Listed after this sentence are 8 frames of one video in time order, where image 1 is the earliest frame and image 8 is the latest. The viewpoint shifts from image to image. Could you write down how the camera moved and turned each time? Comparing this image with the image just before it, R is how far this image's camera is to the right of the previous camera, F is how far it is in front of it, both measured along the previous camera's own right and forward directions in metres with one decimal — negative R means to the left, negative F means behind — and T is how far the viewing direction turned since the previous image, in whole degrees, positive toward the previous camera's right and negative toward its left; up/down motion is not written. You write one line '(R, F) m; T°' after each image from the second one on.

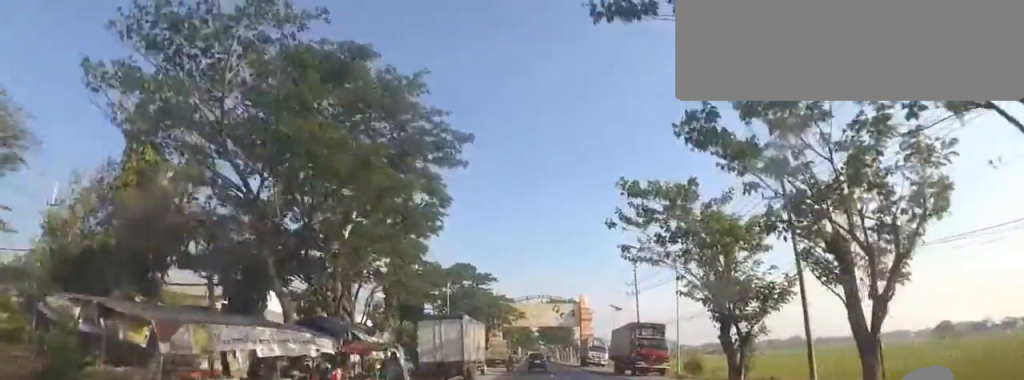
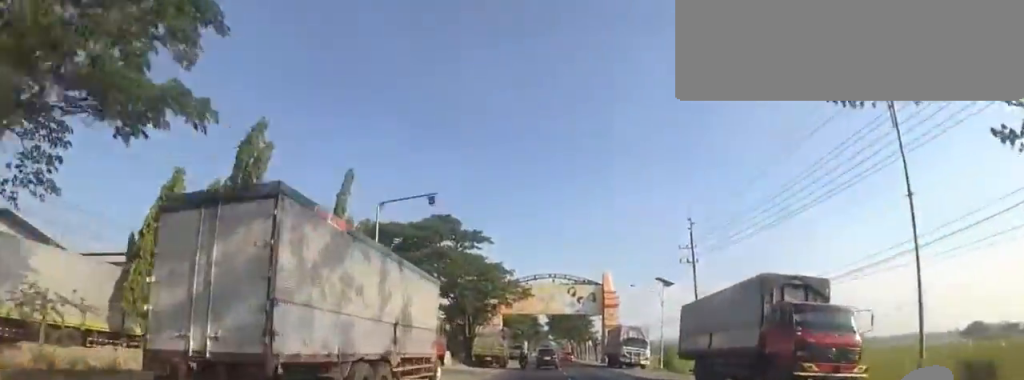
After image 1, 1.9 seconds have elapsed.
(-0.6, +18.6) m; +5°
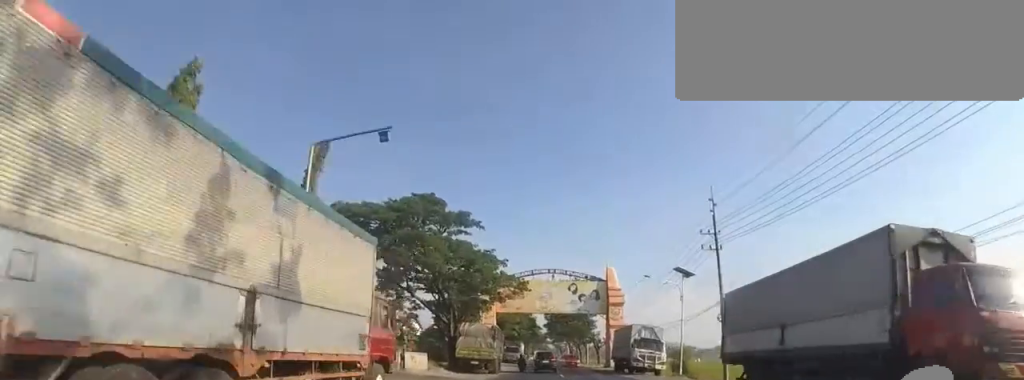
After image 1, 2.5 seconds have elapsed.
(+0.2, +6.0) m; +2°
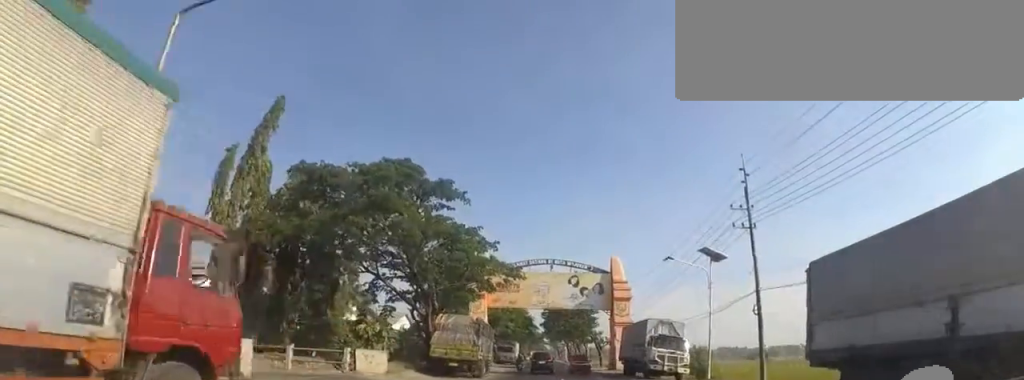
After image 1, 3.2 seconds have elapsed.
(0.0, +6.2) m; 0°
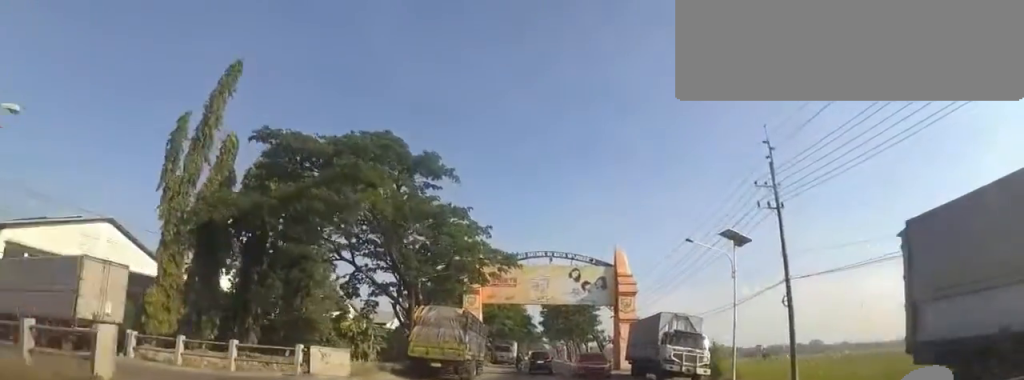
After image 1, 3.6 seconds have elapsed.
(0.0, +3.7) m; 0°
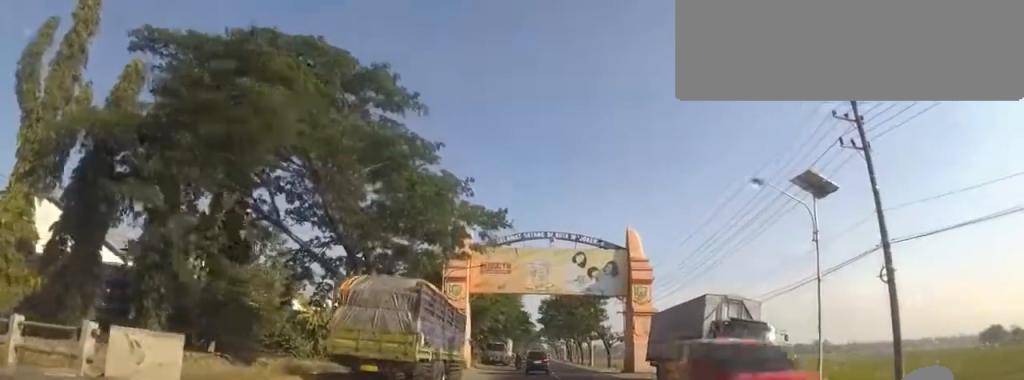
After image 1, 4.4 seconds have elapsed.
(0.0, +7.8) m; 0°
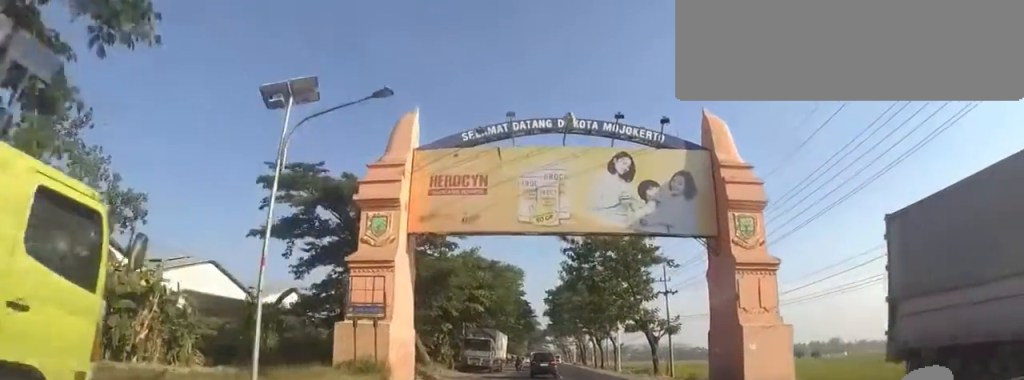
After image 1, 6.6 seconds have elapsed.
(0.0, +20.9) m; 0°
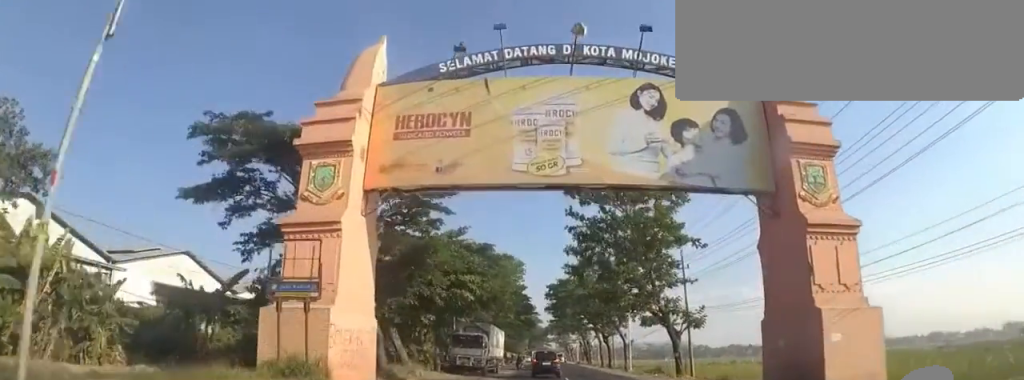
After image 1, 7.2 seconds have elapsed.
(0.0, +5.7) m; -1°
